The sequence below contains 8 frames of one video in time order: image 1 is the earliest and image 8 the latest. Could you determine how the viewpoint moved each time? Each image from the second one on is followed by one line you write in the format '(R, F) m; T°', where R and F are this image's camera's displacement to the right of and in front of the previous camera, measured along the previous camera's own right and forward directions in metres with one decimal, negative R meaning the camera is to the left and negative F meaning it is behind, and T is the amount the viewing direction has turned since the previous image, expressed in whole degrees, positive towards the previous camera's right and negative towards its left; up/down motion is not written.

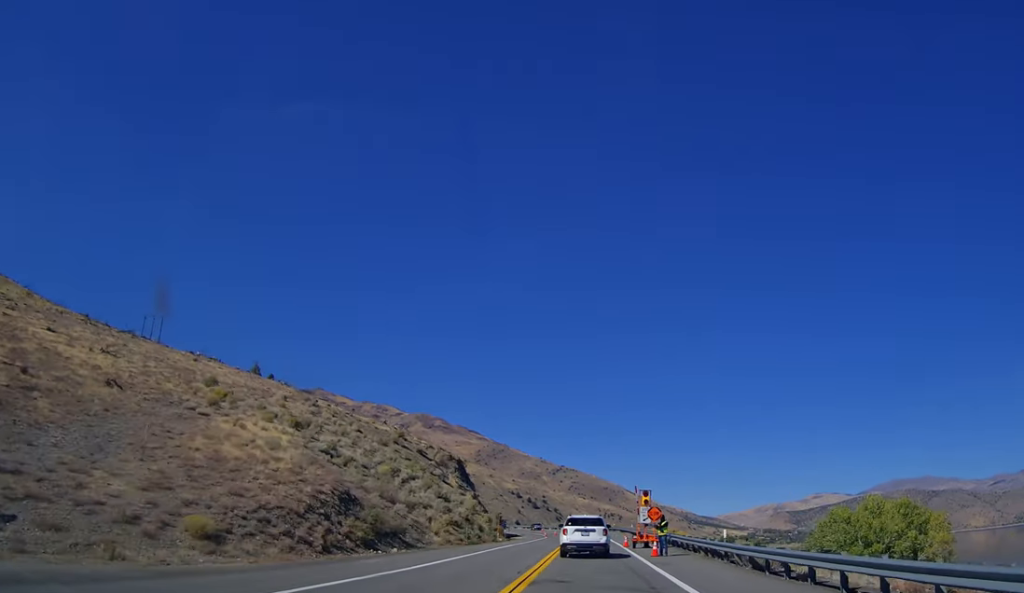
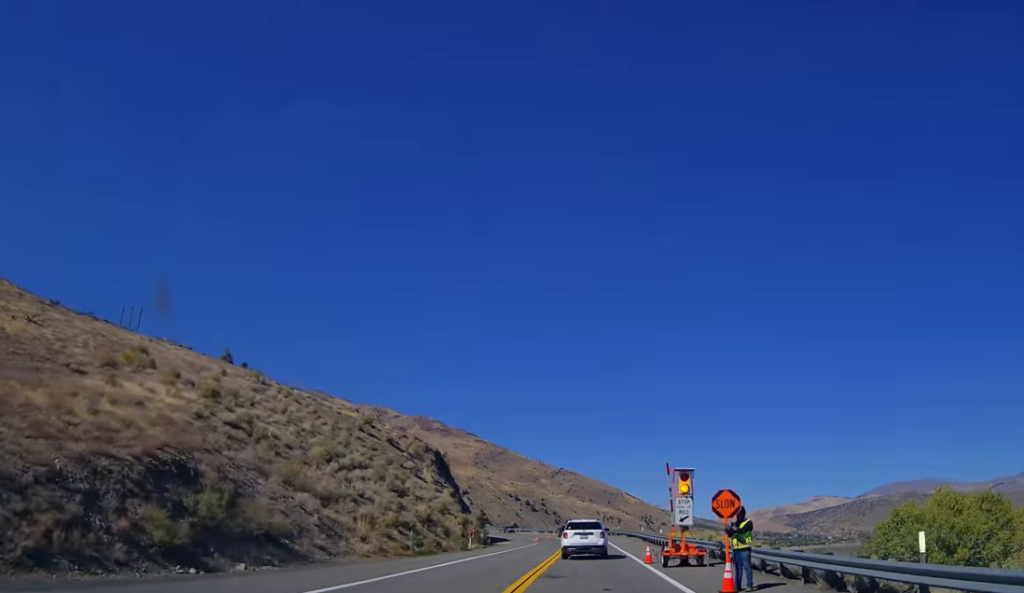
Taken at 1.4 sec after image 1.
(0.0, +14.6) m; 0°
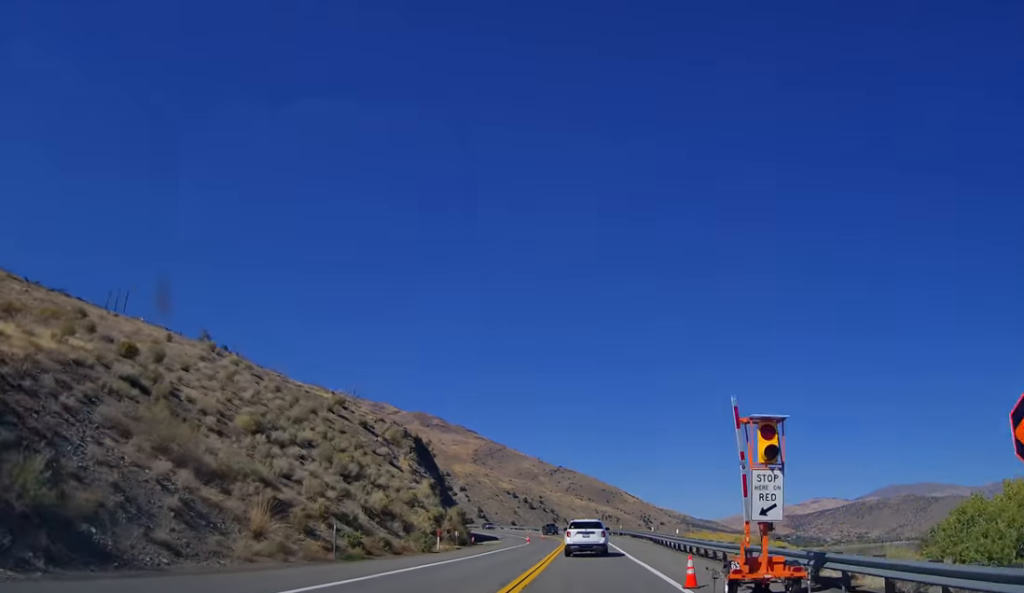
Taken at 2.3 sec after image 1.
(+0.1, +10.2) m; 0°
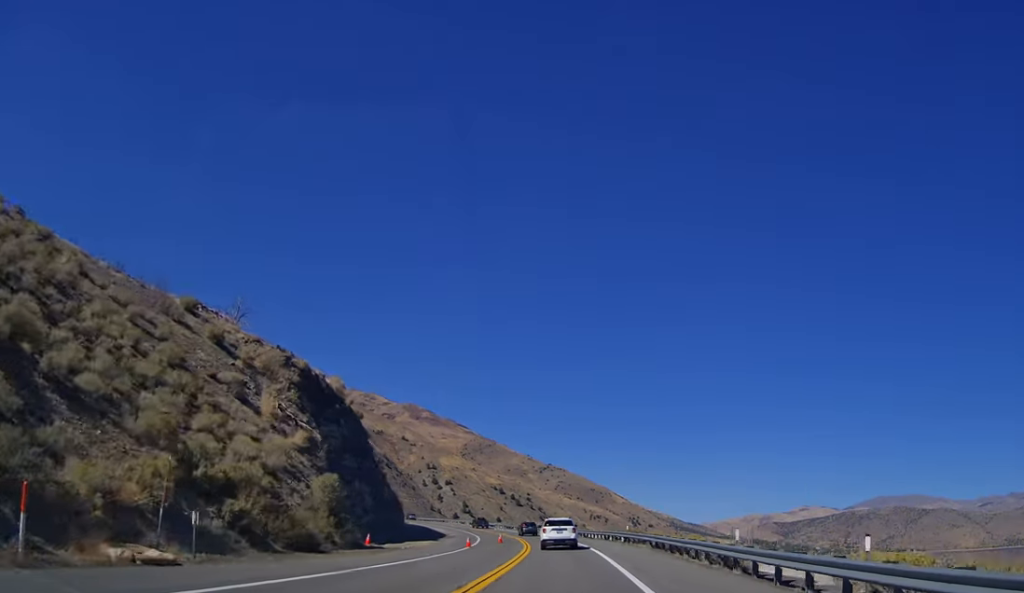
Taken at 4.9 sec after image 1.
(-0.2, +30.7) m; -1°
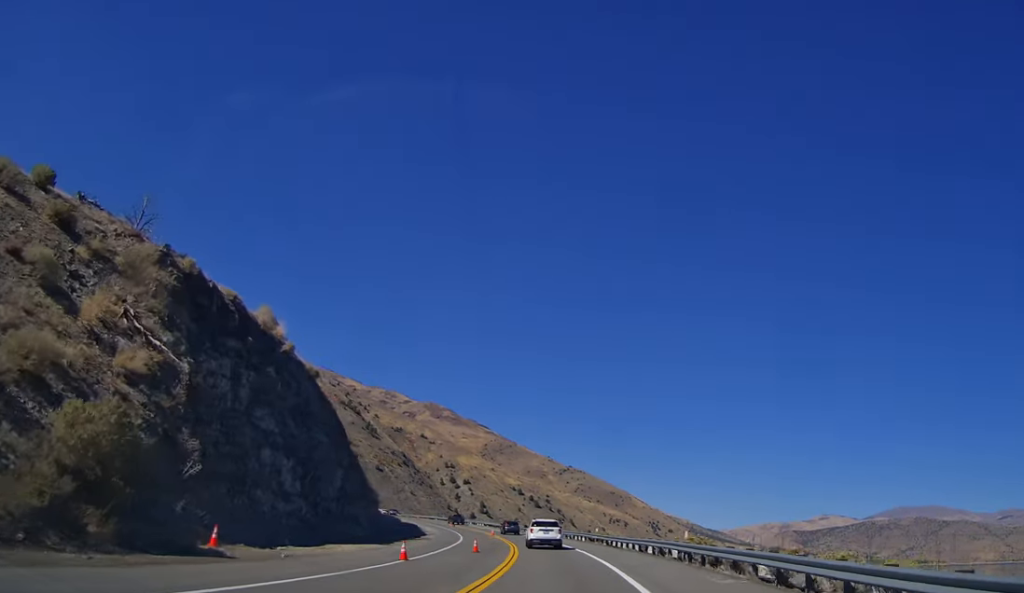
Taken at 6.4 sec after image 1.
(0.0, +18.9) m; -1°
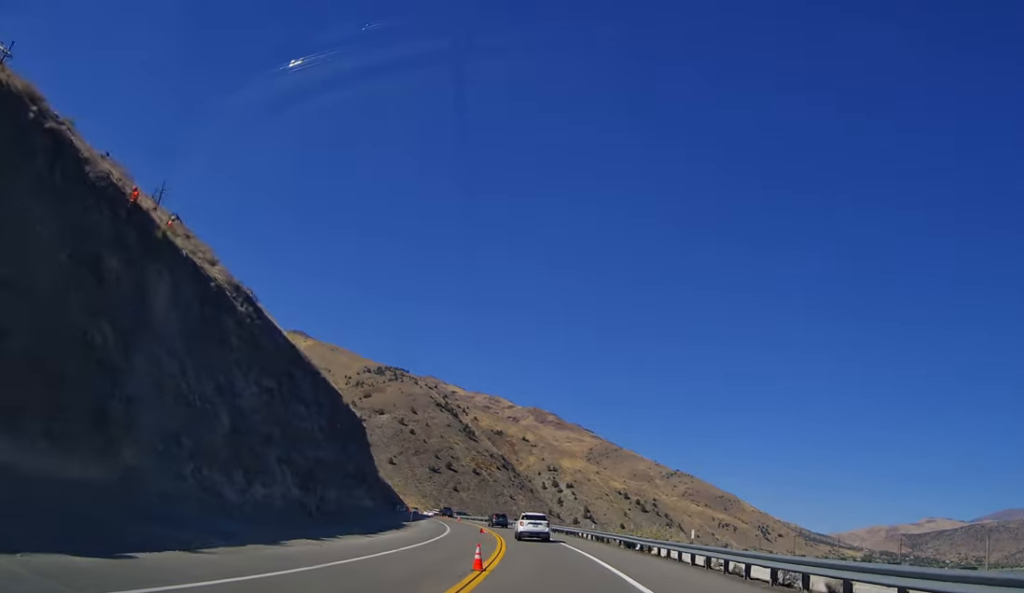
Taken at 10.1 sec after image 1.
(-3.8, +51.2) m; -9°
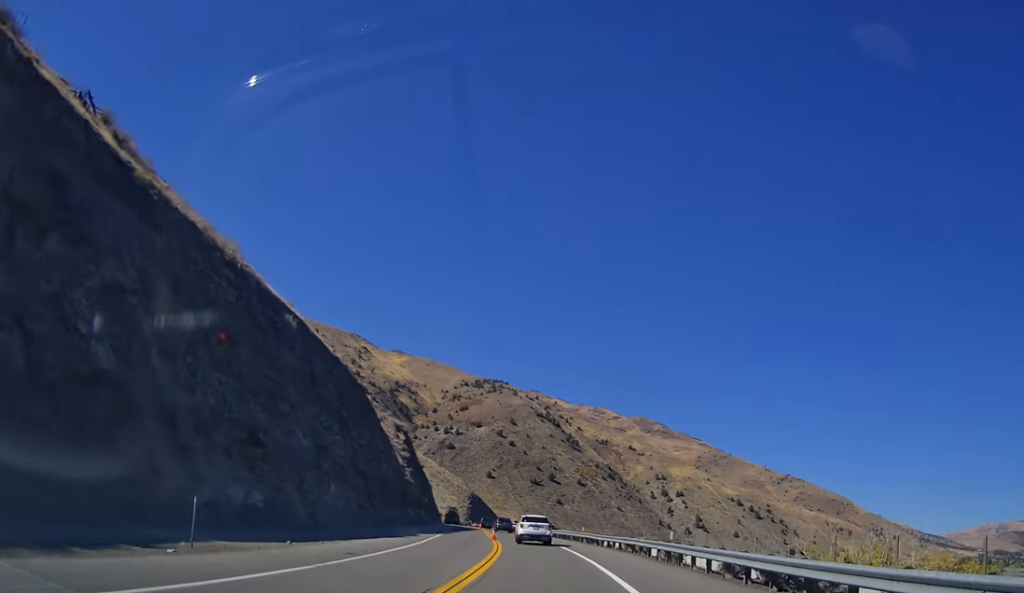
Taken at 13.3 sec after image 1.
(-2.5, +47.0) m; -7°
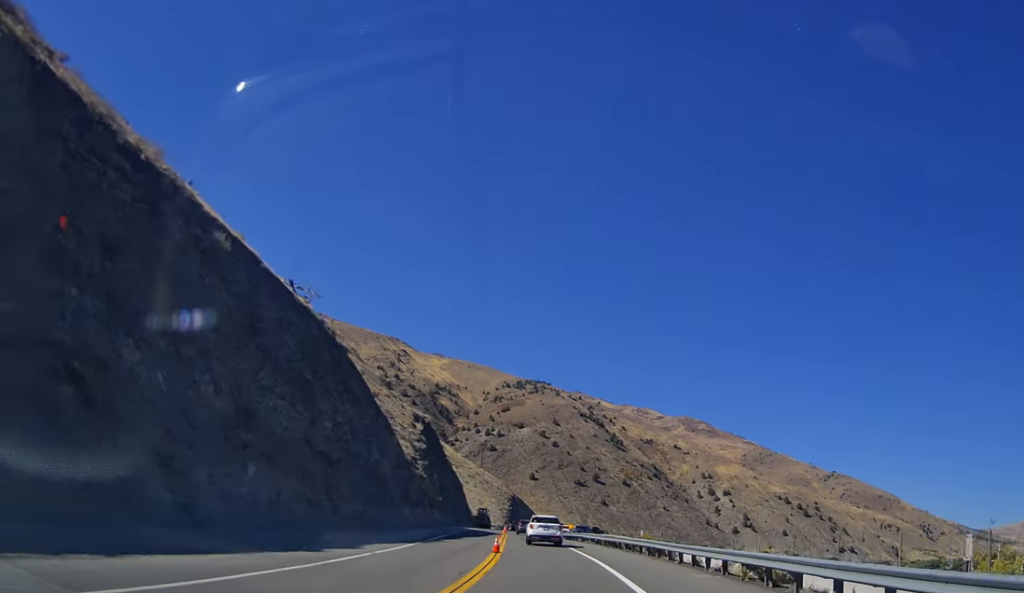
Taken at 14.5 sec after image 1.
(-0.4, +17.6) m; -4°
